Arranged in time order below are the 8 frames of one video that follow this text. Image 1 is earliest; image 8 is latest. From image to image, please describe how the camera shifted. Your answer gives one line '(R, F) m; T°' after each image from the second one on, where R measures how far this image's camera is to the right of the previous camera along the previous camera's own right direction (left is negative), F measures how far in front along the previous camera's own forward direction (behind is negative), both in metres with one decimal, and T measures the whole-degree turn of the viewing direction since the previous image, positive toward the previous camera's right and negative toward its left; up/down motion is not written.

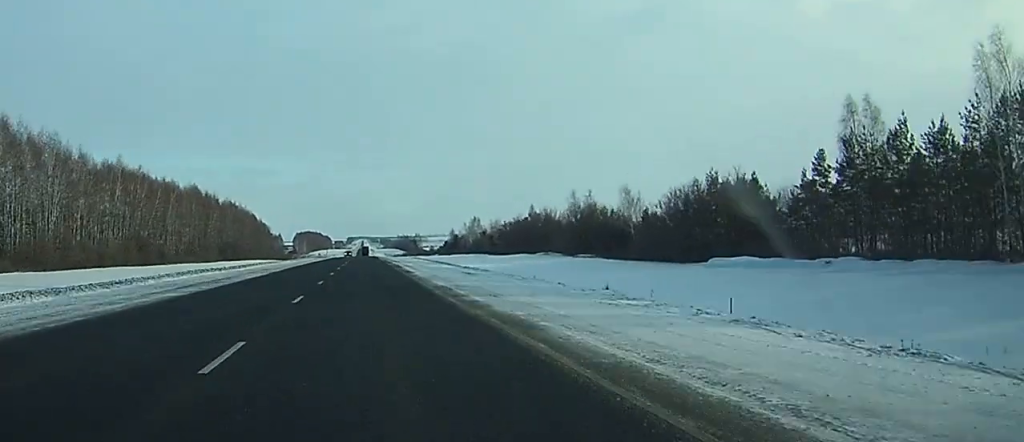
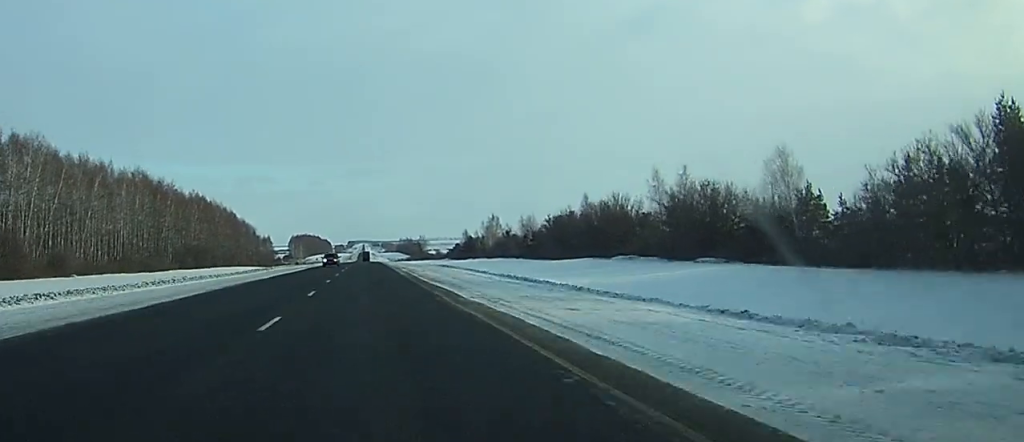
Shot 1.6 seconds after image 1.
(+0.1, +55.2) m; 0°
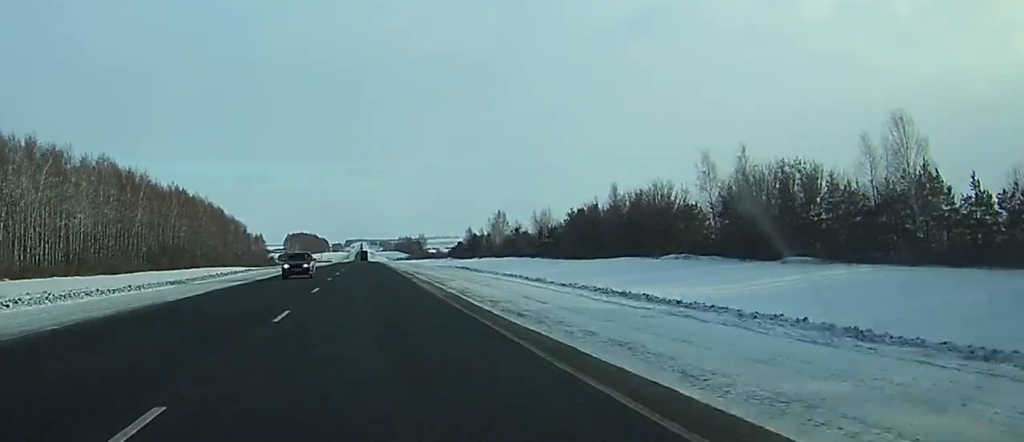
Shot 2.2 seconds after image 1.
(+0.1, +21.7) m; 0°
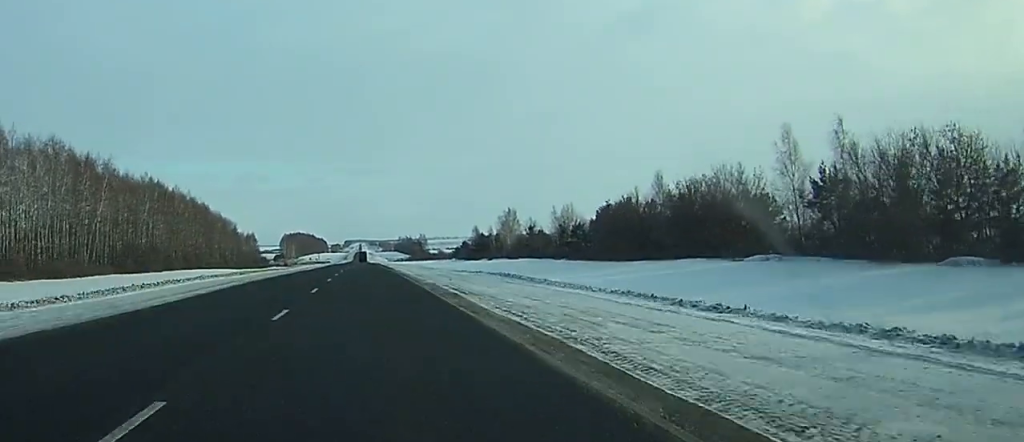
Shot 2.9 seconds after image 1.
(0.0, +23.9) m; 0°
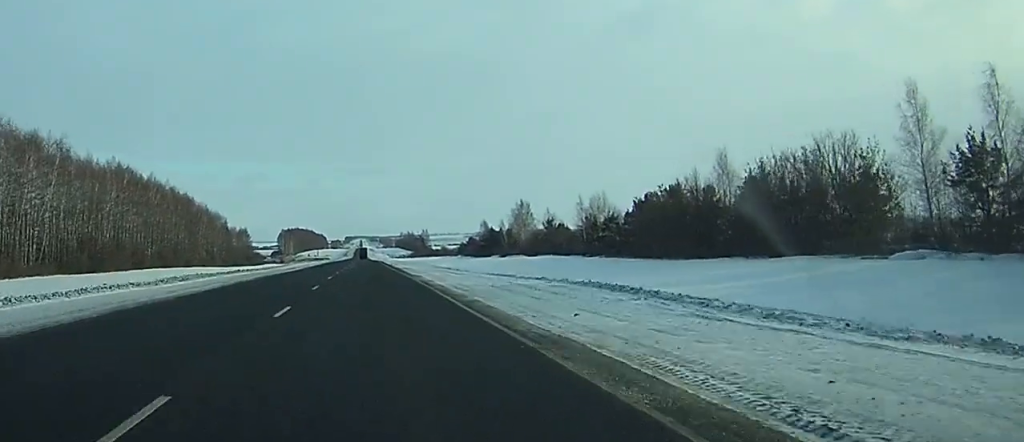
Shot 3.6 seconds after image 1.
(0.0, +23.9) m; 0°
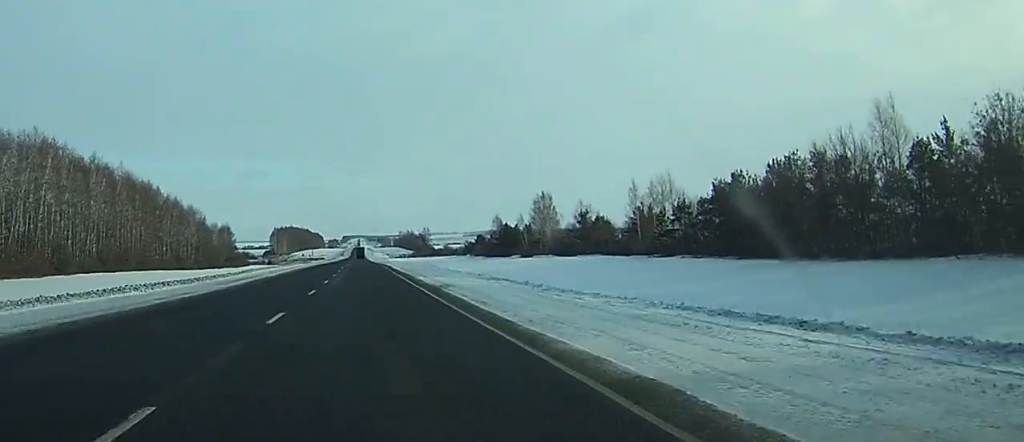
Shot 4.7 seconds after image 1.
(+0.2, +36.3) m; 0°
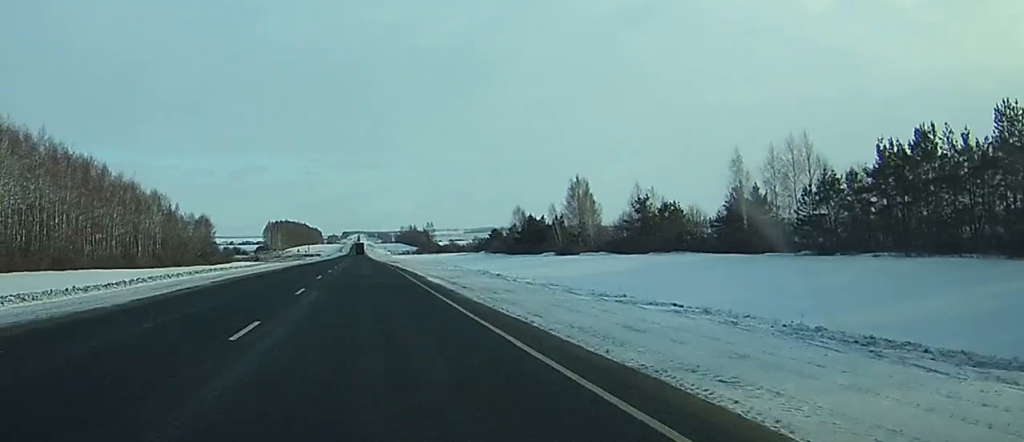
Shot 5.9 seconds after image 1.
(-0.6, +39.8) m; -1°
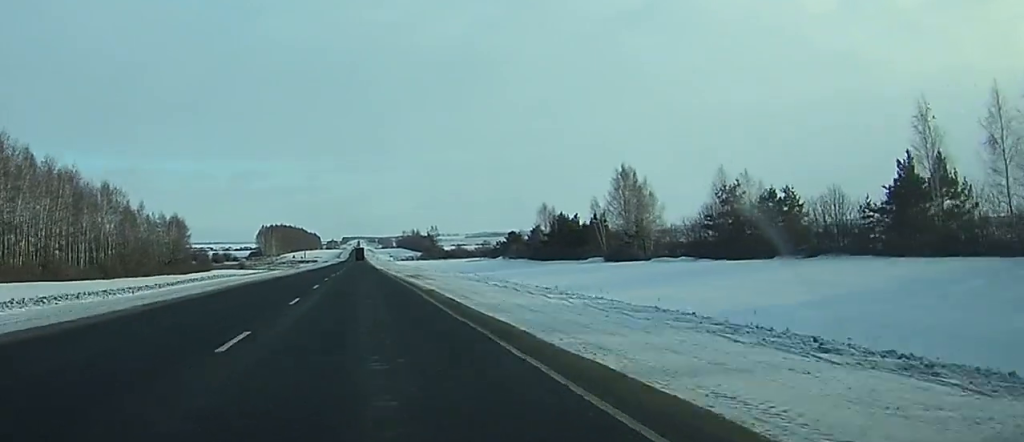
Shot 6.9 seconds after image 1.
(+0.1, +36.5) m; +1°
